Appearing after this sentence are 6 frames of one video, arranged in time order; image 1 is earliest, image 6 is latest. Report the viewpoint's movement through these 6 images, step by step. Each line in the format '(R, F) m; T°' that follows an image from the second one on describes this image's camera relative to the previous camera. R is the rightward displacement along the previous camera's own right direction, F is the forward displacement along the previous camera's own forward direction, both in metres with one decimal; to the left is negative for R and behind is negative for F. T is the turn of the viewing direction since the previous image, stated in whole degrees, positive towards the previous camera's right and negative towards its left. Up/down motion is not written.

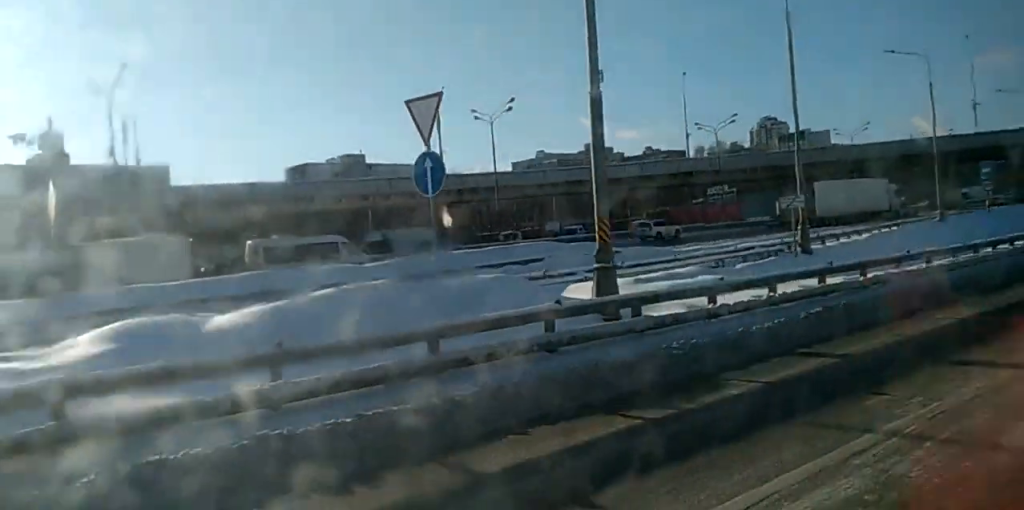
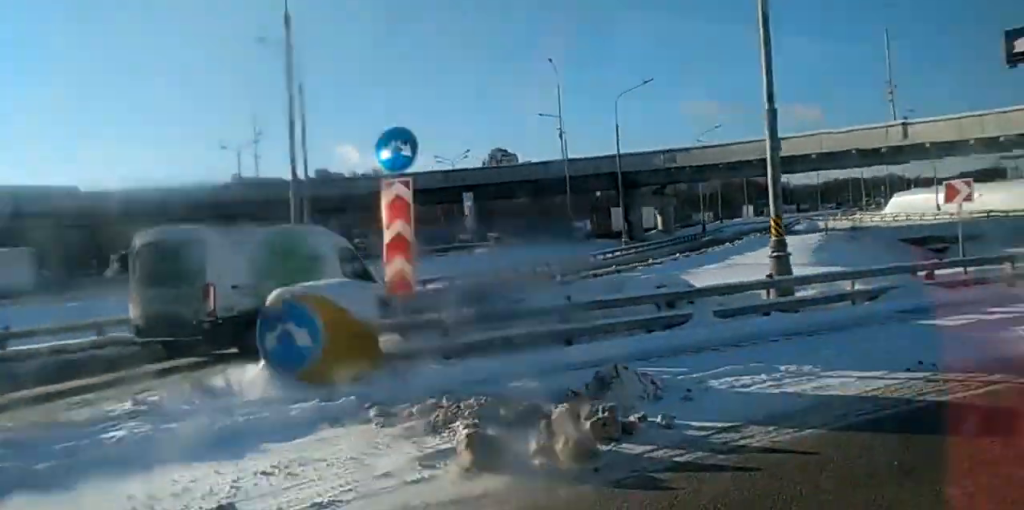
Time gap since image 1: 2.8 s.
(+3.8, +26.4) m; +20°
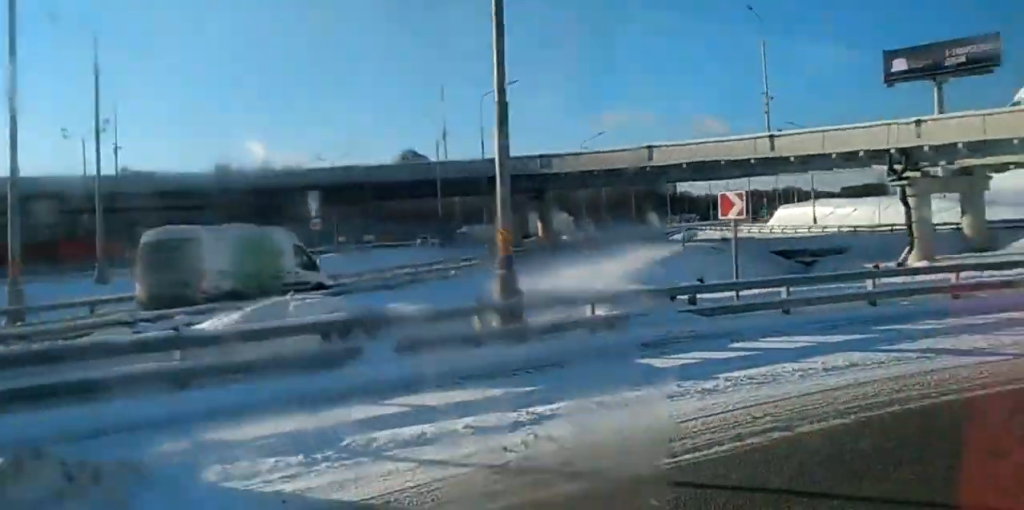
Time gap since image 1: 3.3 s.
(+0.2, +4.1) m; +6°
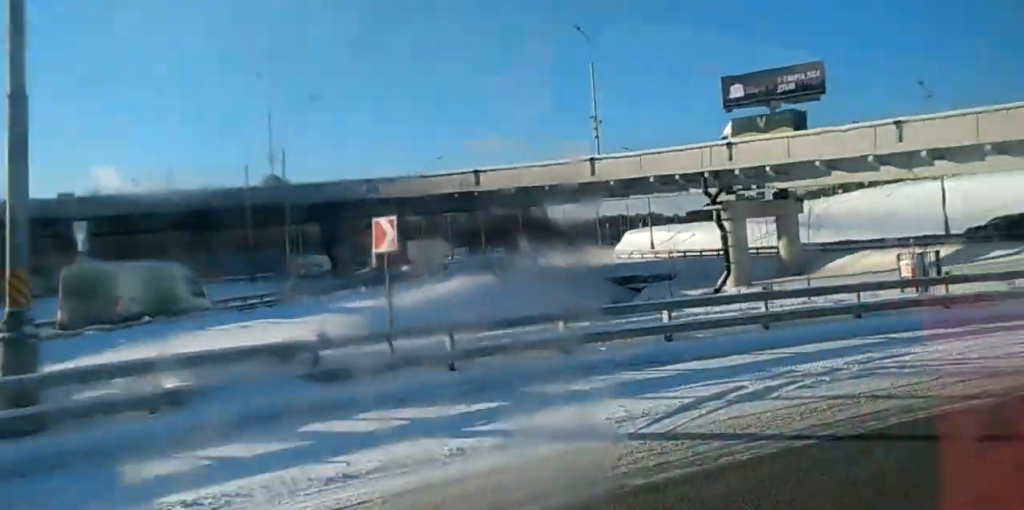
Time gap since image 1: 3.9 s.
(-0.1, +4.3) m; +7°
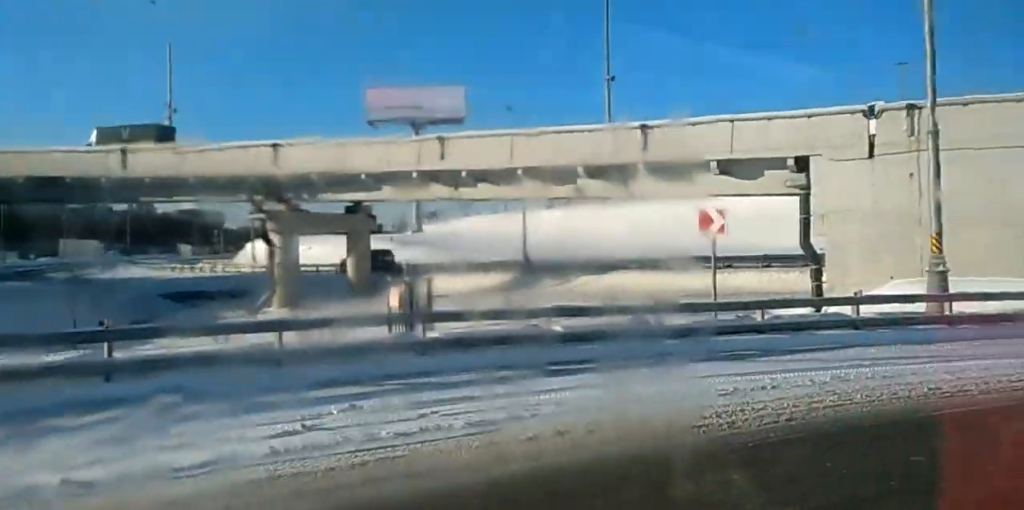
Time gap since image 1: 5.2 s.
(+2.5, +9.7) m; +26°
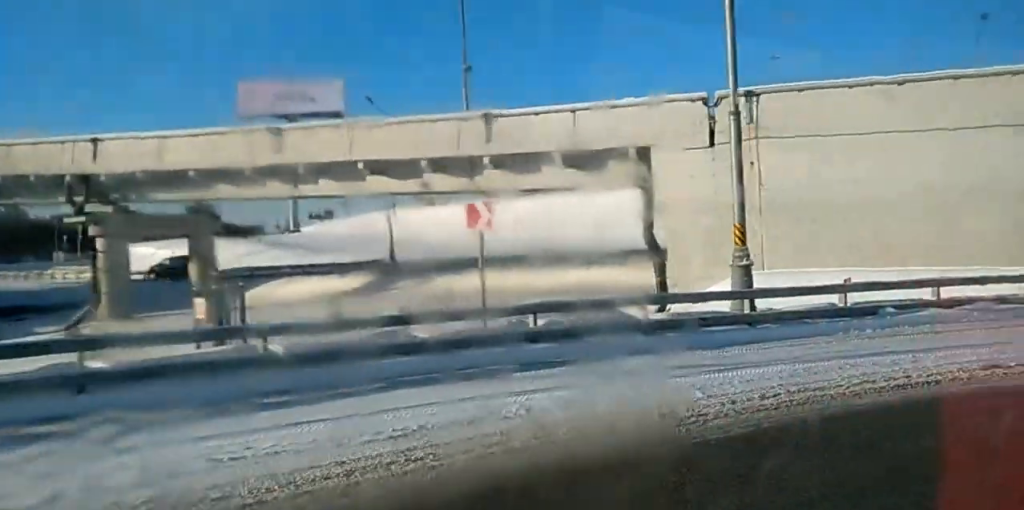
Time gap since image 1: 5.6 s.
(0.0, +3.0) m; +8°
